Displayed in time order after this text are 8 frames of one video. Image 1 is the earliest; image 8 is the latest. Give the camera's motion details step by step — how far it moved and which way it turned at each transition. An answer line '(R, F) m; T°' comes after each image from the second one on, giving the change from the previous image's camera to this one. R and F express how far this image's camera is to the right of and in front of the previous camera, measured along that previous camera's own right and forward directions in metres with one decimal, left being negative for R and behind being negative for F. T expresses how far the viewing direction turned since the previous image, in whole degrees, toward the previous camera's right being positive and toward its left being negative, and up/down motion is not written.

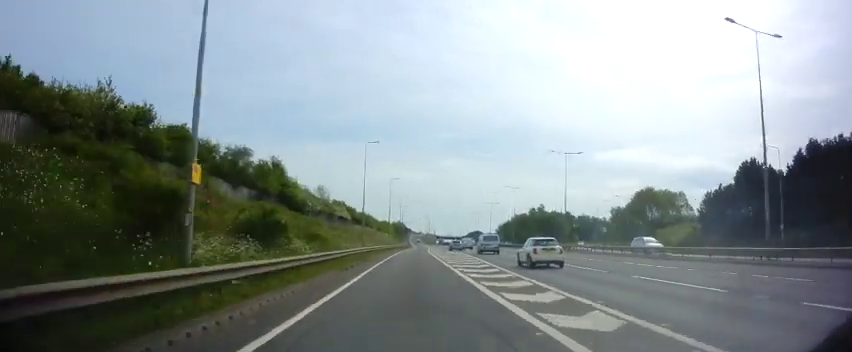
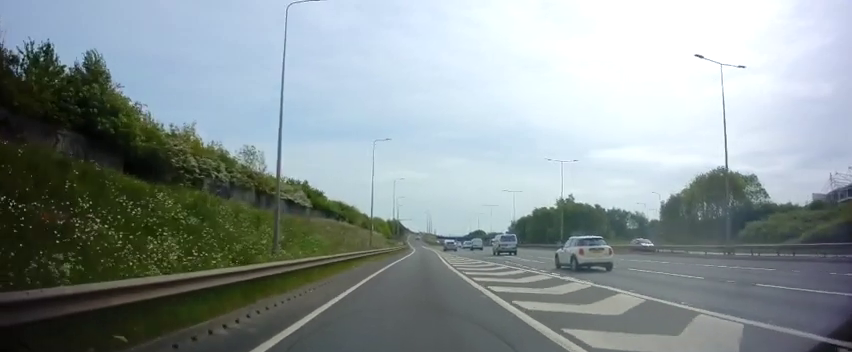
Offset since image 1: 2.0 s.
(+0.4, +32.3) m; +1°
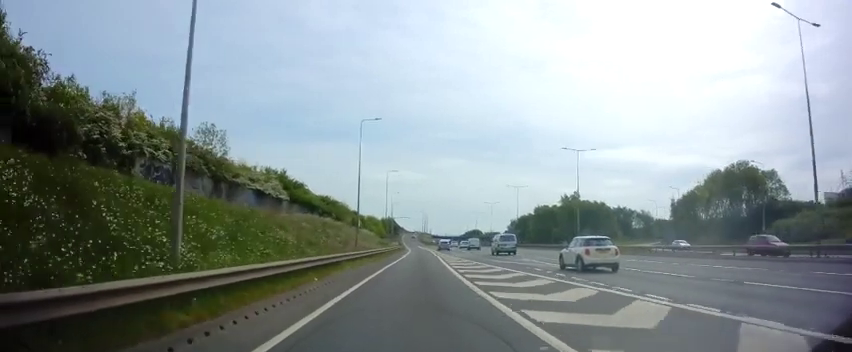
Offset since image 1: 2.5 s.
(+0.2, +8.2) m; -1°
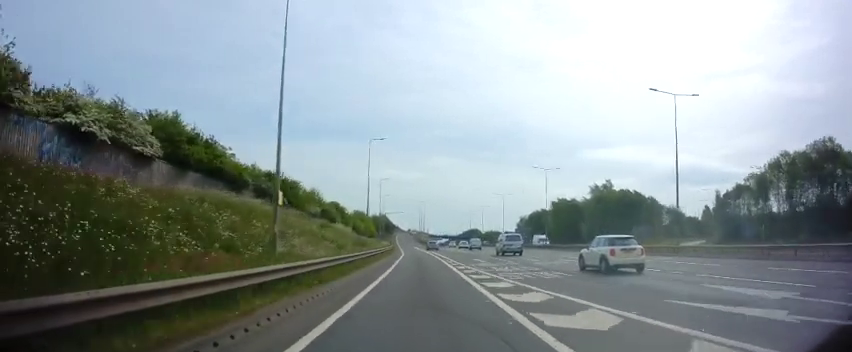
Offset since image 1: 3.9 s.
(-0.4, +23.4) m; 0°
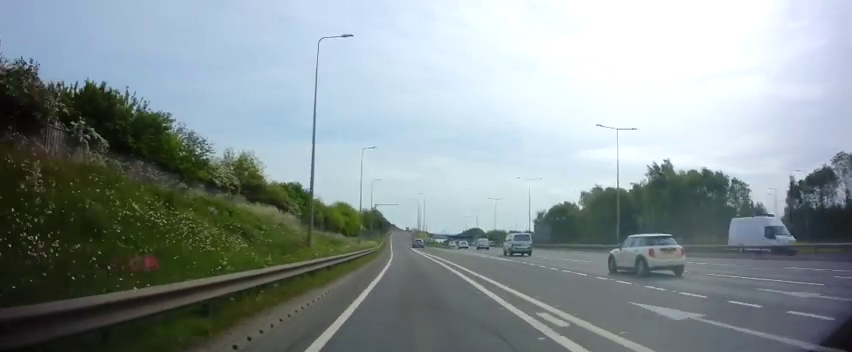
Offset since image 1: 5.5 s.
(+0.6, +26.3) m; +1°
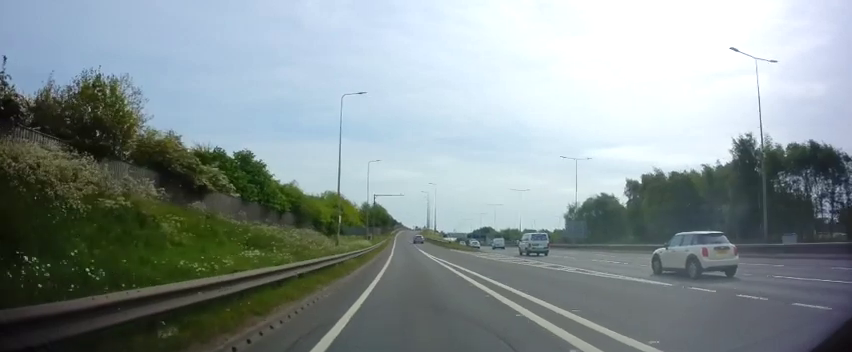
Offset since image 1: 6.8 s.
(0.0, +20.7) m; 0°
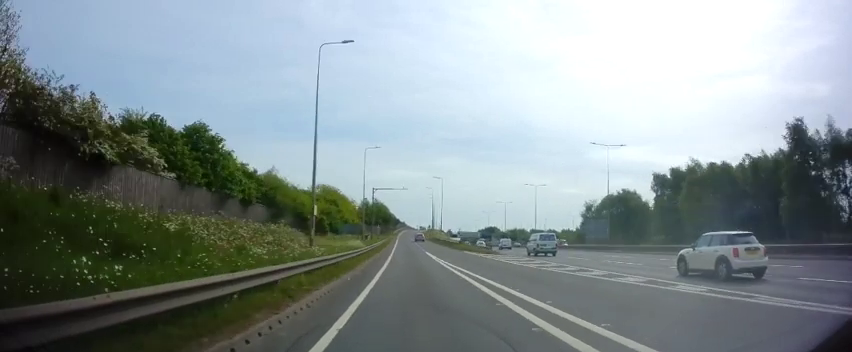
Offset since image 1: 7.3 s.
(+0.1, +9.5) m; -1°
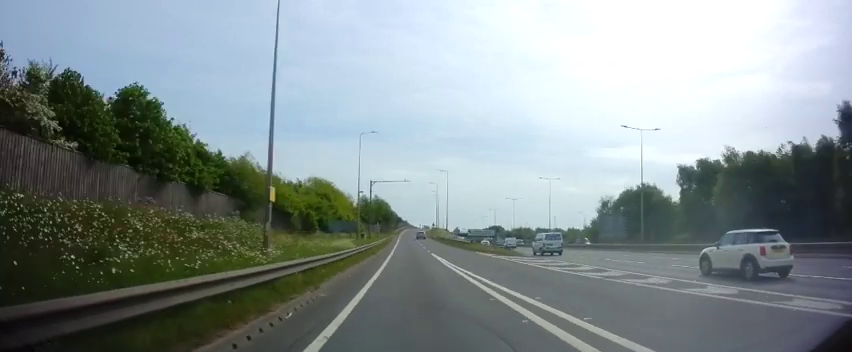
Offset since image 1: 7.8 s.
(-0.1, +7.8) m; 0°
